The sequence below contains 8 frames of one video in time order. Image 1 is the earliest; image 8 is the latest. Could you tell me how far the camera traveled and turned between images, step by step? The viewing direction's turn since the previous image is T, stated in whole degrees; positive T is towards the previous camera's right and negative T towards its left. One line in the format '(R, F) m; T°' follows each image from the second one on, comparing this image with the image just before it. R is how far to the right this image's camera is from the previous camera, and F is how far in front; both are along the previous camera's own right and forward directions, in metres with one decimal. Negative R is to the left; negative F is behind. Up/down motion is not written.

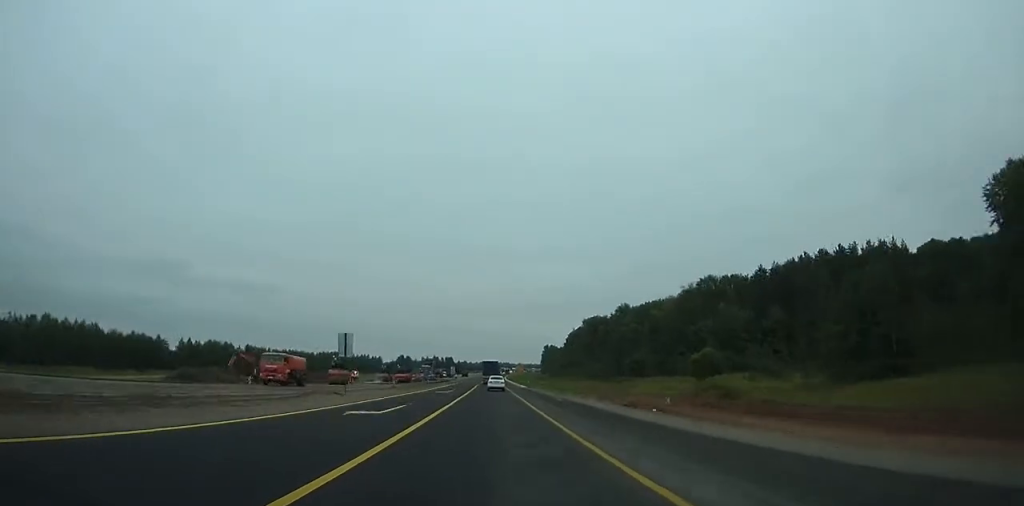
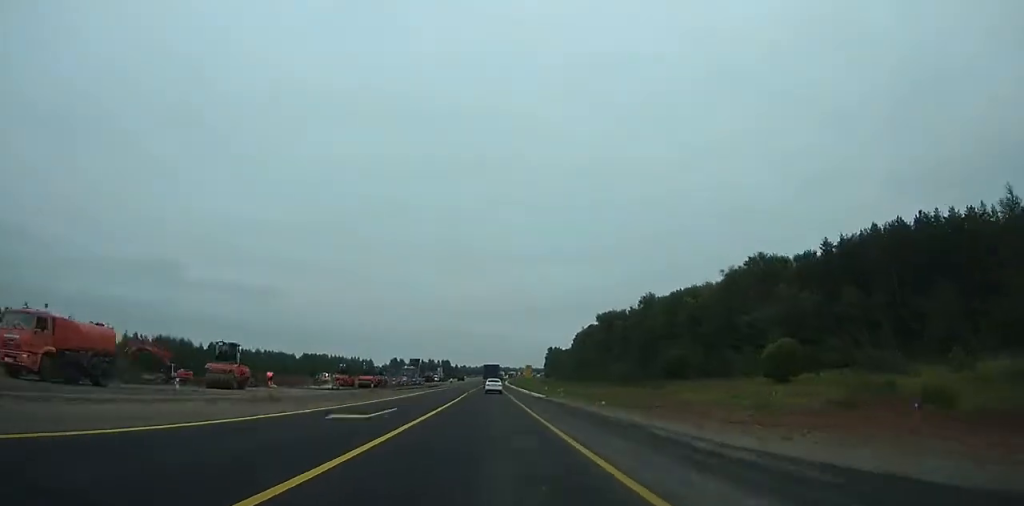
(-0.2, +30.0) m; -1°
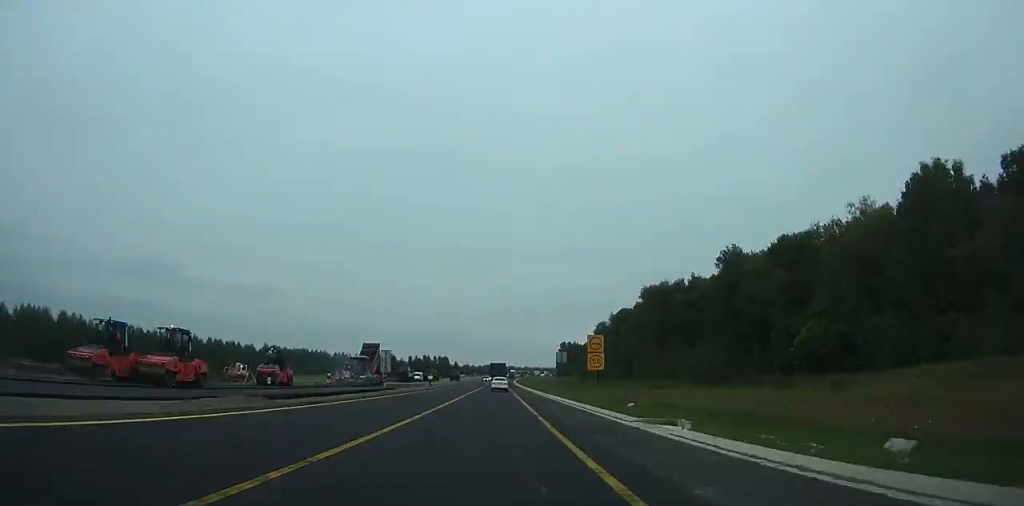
(-0.1, +52.6) m; 0°
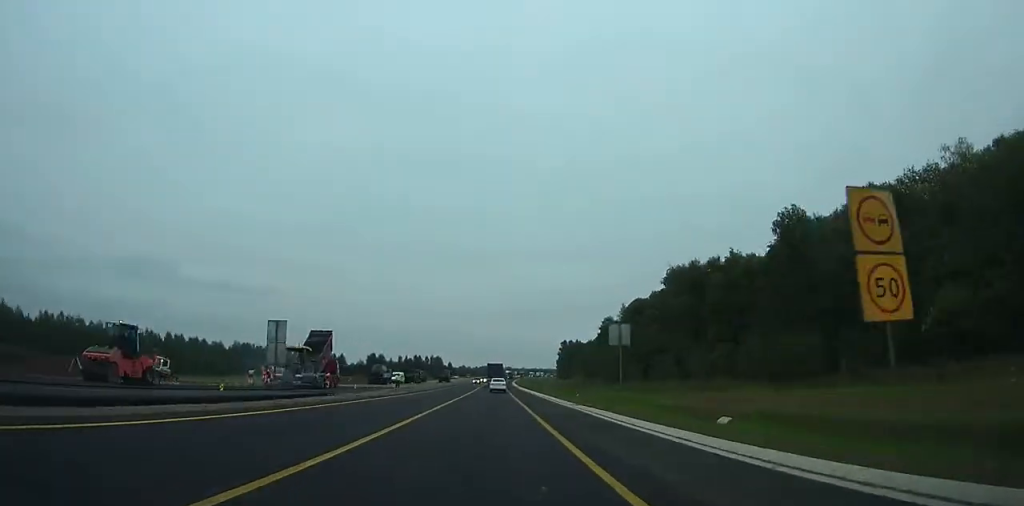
(-0.2, +24.5) m; 0°
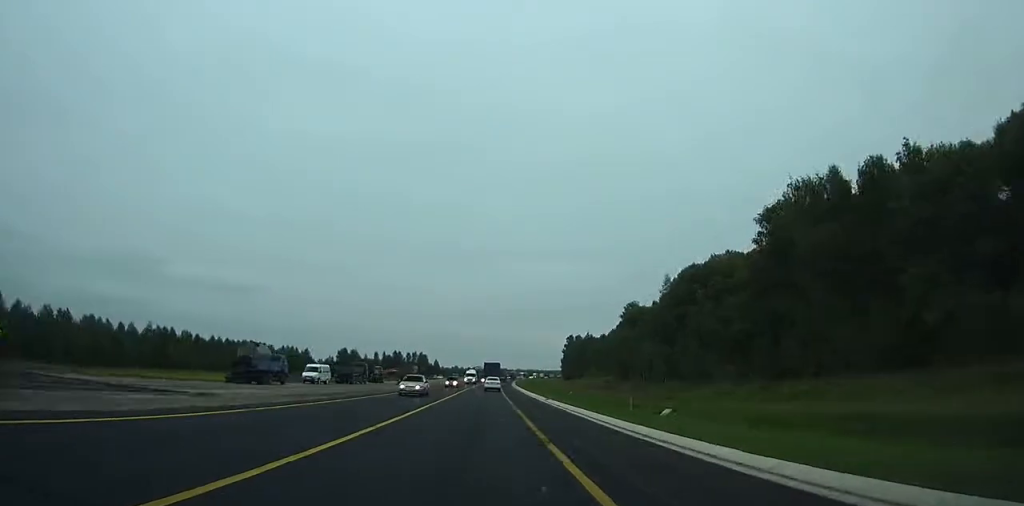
(-0.1, +51.2) m; 0°
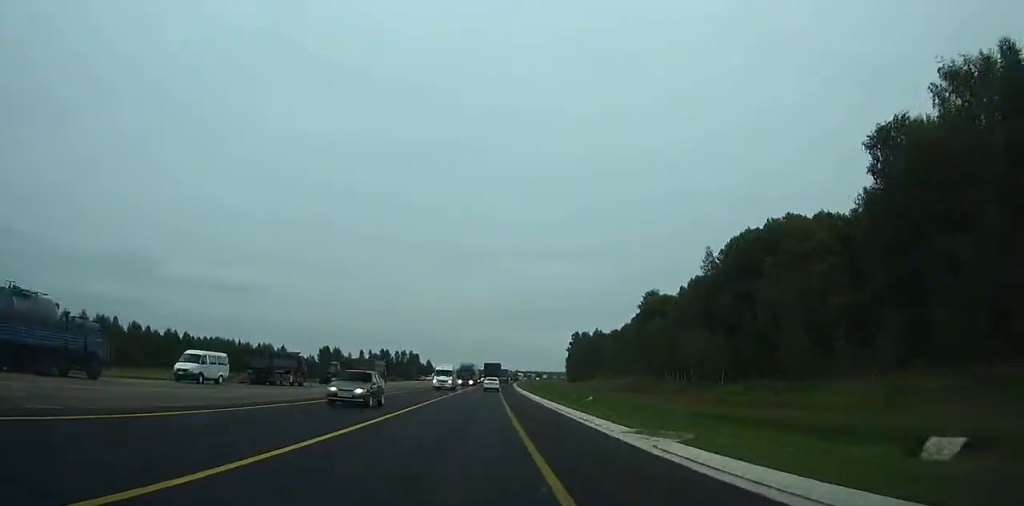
(0.0, +26.7) m; 0°
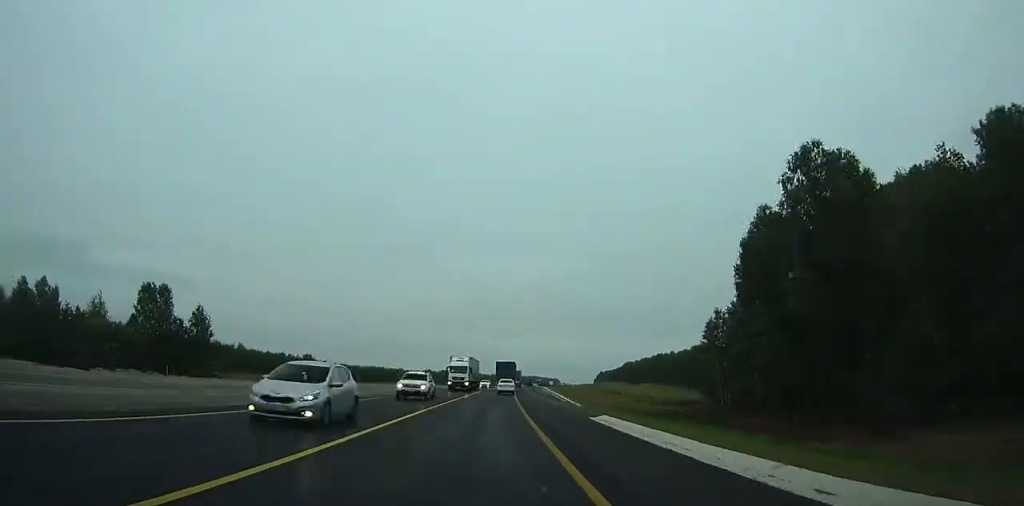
(+4.9, +211.8) m; +3°
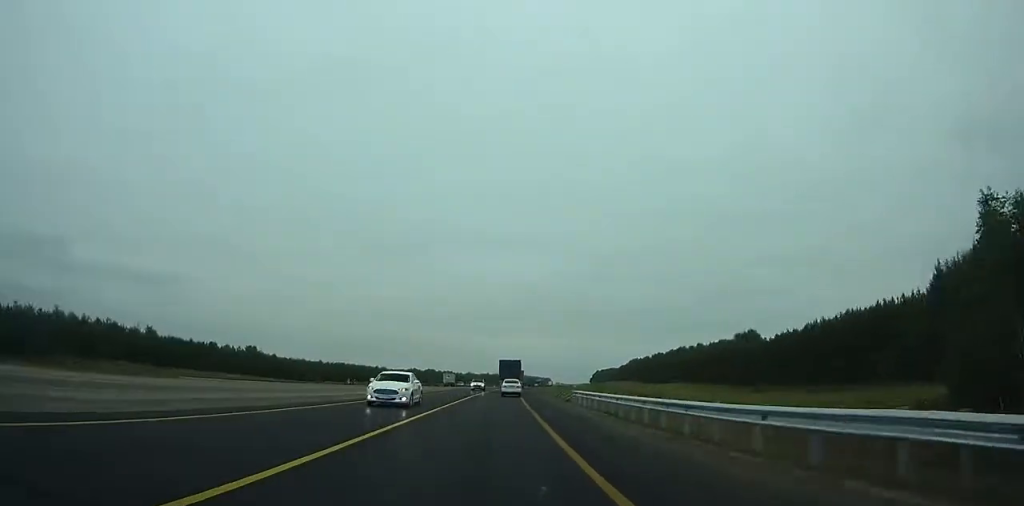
(+0.4, +48.8) m; +1°
